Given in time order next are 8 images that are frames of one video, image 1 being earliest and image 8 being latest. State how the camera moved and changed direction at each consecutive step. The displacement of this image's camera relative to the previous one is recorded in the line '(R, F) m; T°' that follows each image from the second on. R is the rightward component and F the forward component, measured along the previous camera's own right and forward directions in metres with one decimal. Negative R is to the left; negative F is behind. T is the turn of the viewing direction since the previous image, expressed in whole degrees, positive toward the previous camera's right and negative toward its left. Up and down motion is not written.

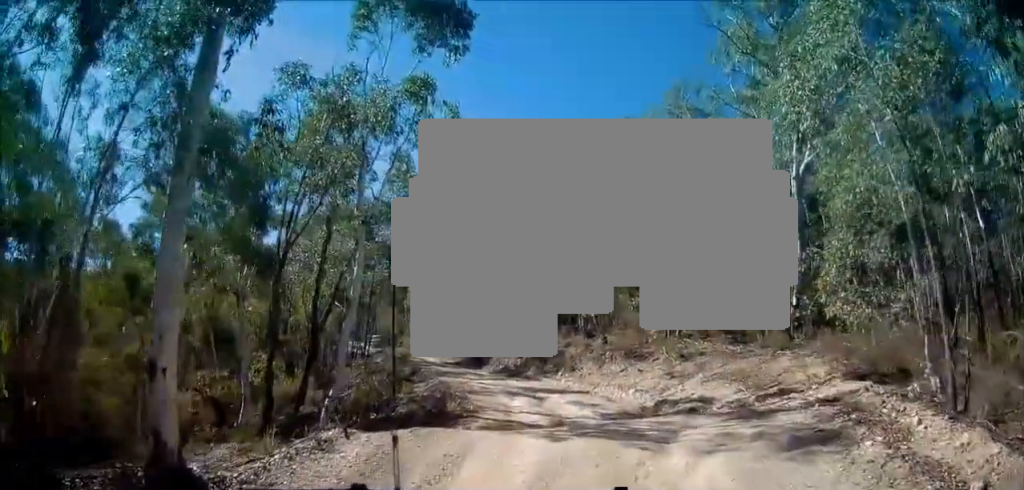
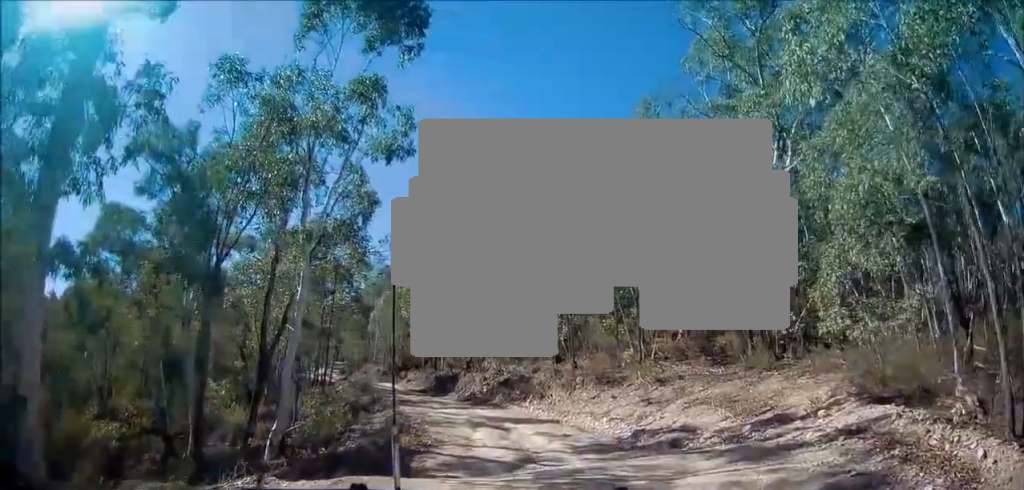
(0.0, +1.3) m; +4°
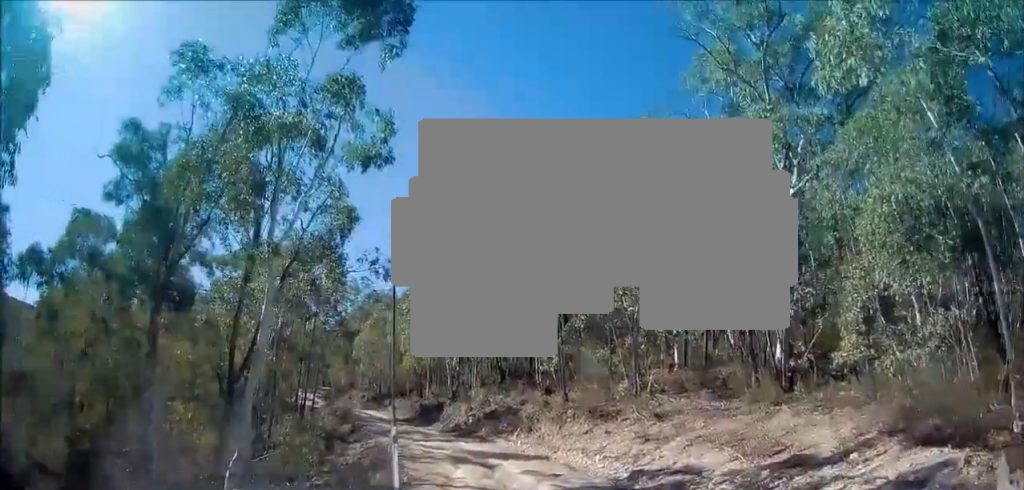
(+0.2, +1.2) m; +2°
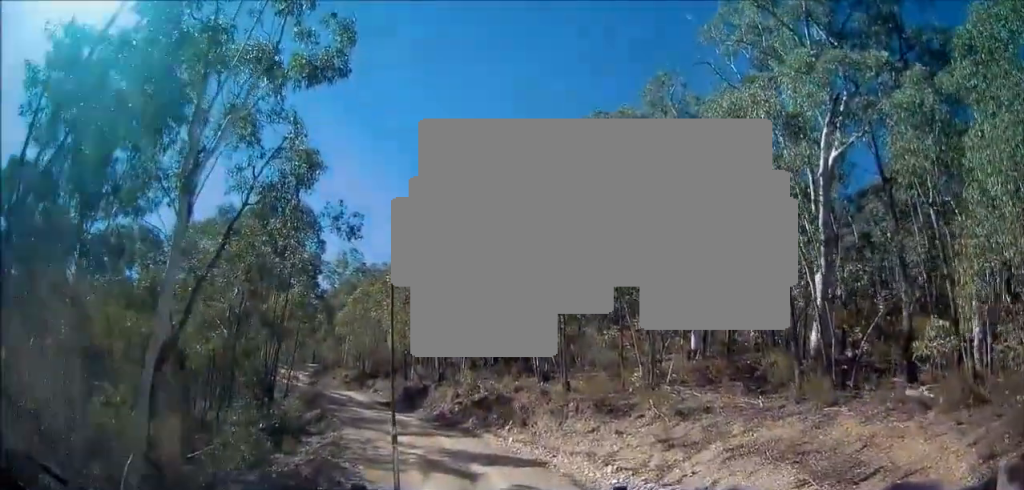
(0.0, +3.4) m; -4°
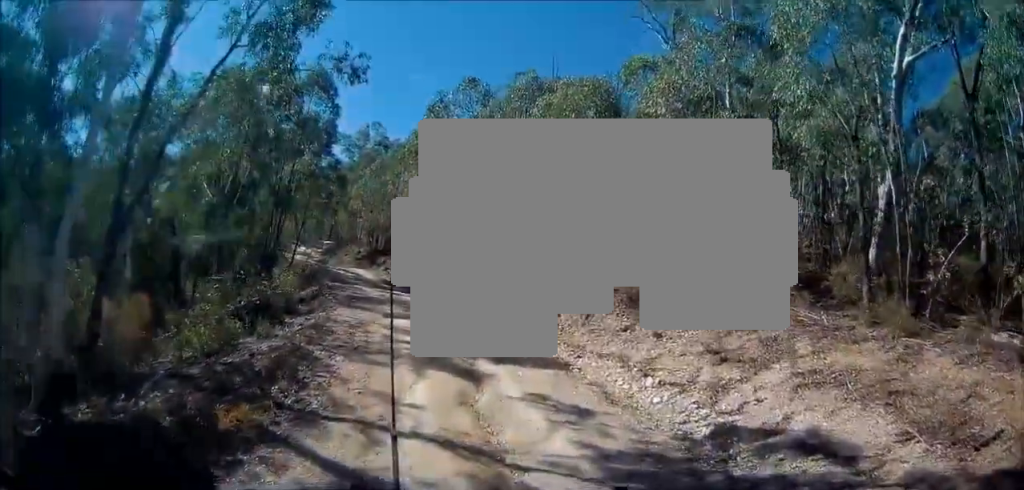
(-0.2, +2.5) m; -4°
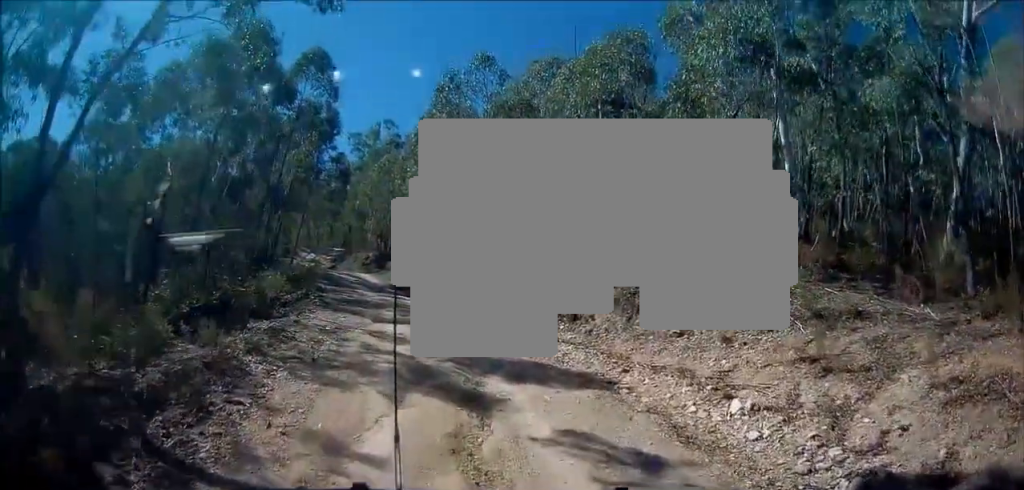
(-0.1, +3.0) m; -4°
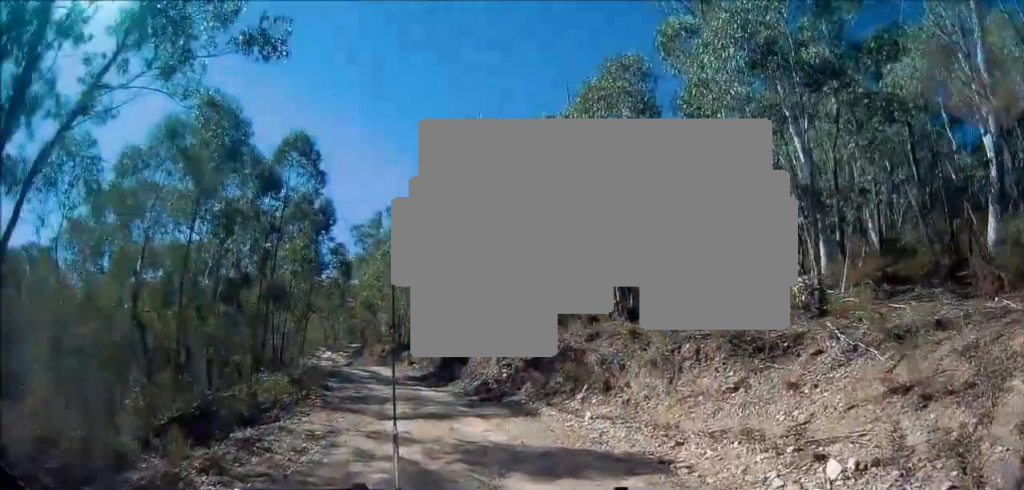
(+0.1, +1.6) m; -2°
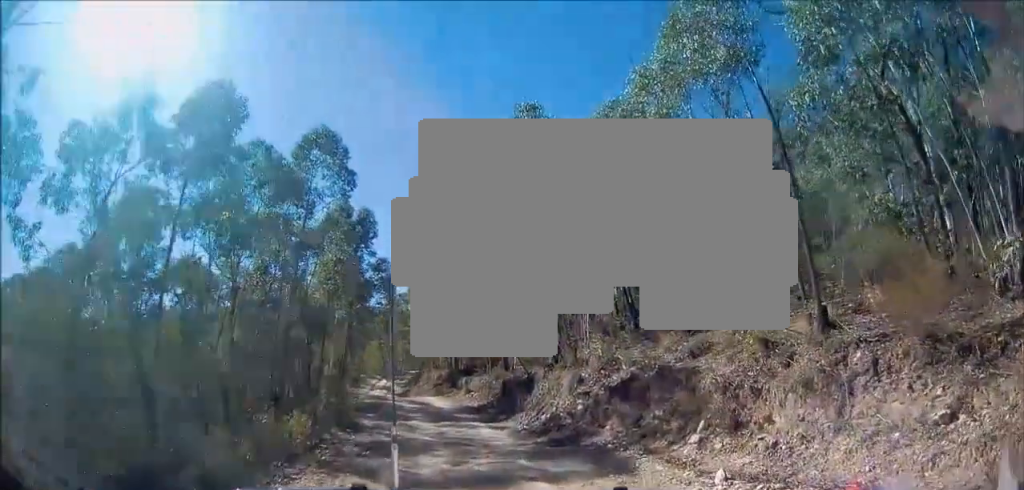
(-0.3, +3.6) m; -7°
